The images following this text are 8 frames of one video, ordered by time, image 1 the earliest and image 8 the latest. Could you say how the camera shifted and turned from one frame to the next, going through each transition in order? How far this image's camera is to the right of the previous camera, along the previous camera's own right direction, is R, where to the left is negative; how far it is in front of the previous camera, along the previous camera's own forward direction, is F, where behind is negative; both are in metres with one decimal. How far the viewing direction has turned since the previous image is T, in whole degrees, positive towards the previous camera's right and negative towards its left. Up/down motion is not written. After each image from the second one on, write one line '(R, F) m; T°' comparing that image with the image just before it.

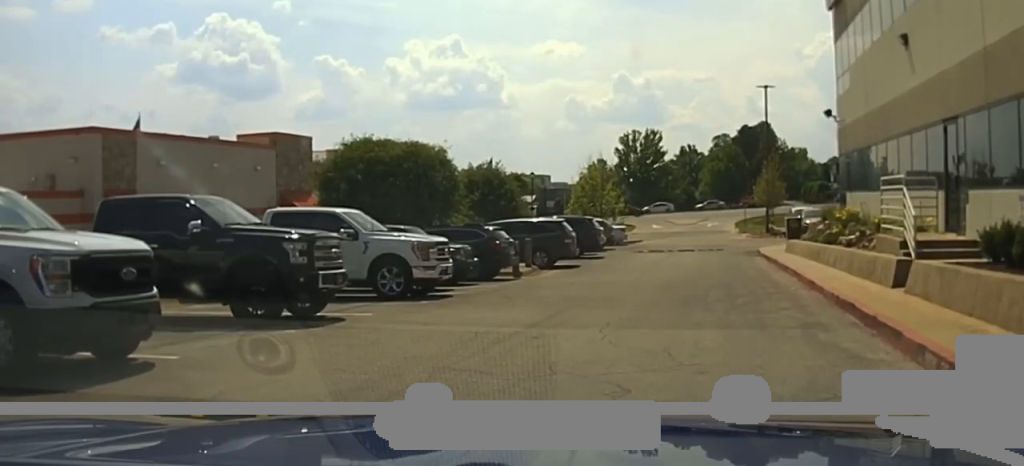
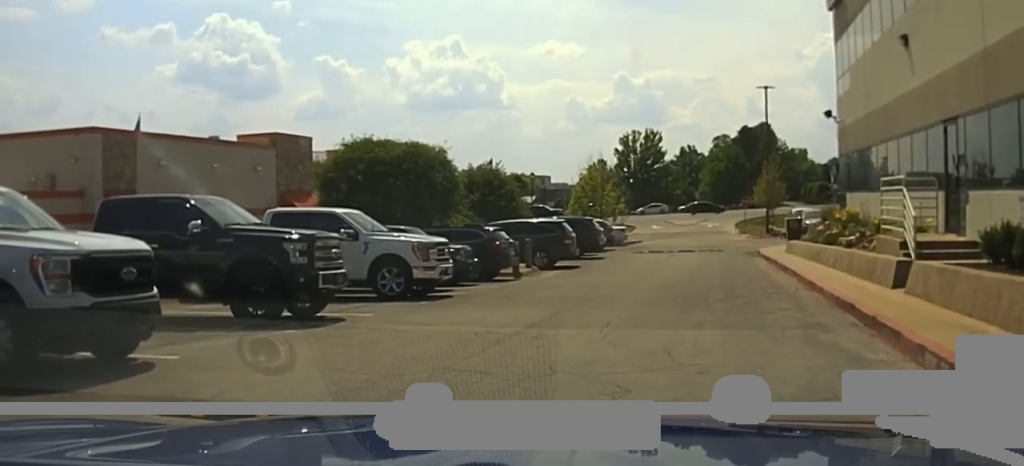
(0.0, 0.0) m; 0°
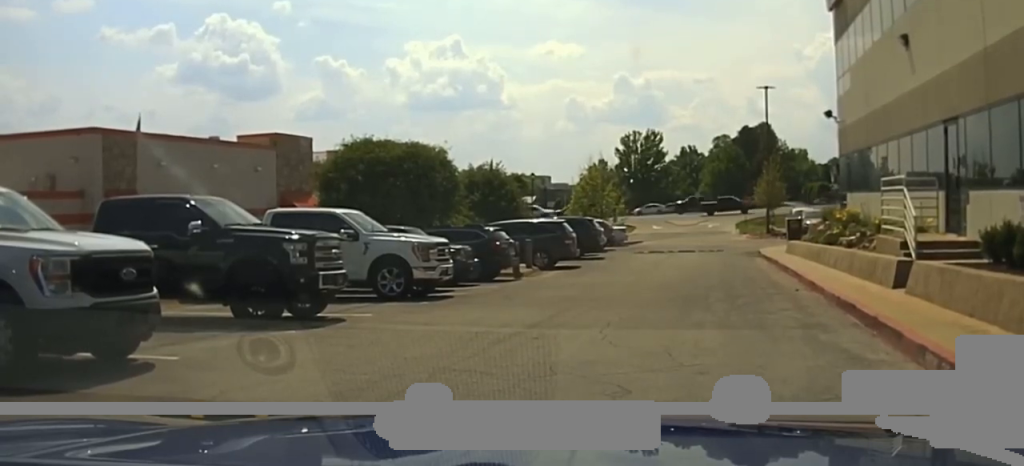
(0.0, 0.0) m; 0°
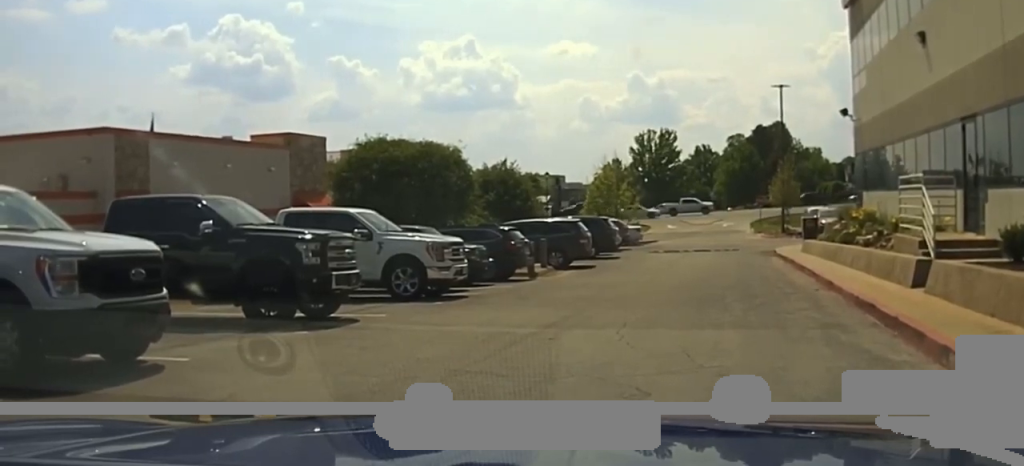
(0.0, 0.0) m; 0°
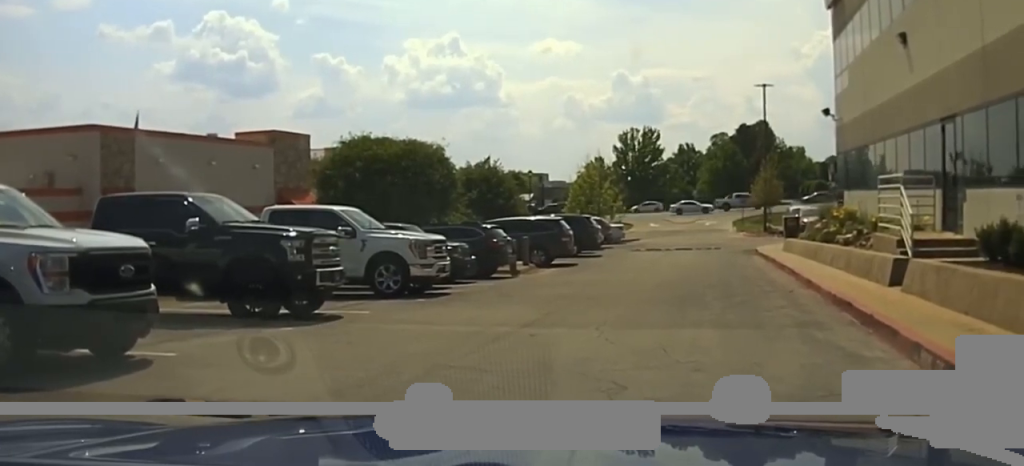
(0.0, 0.0) m; 0°
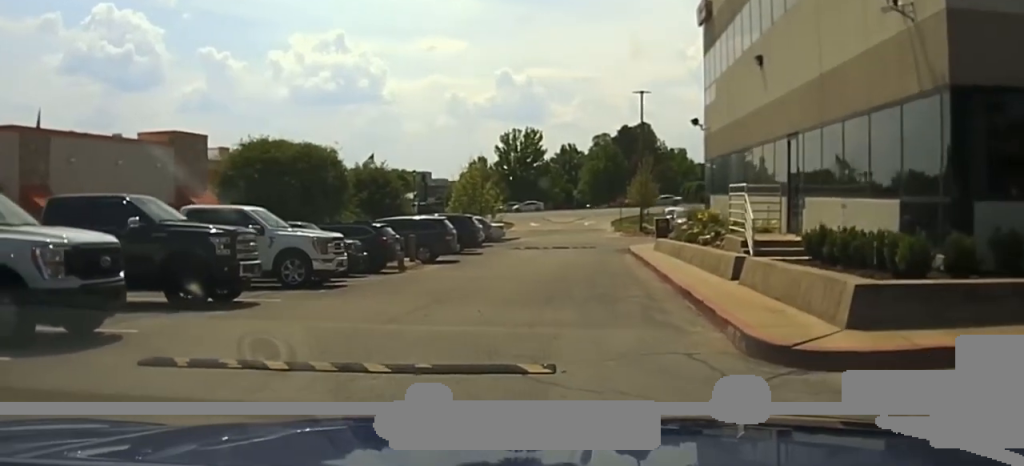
(0.0, +1.4) m; 0°
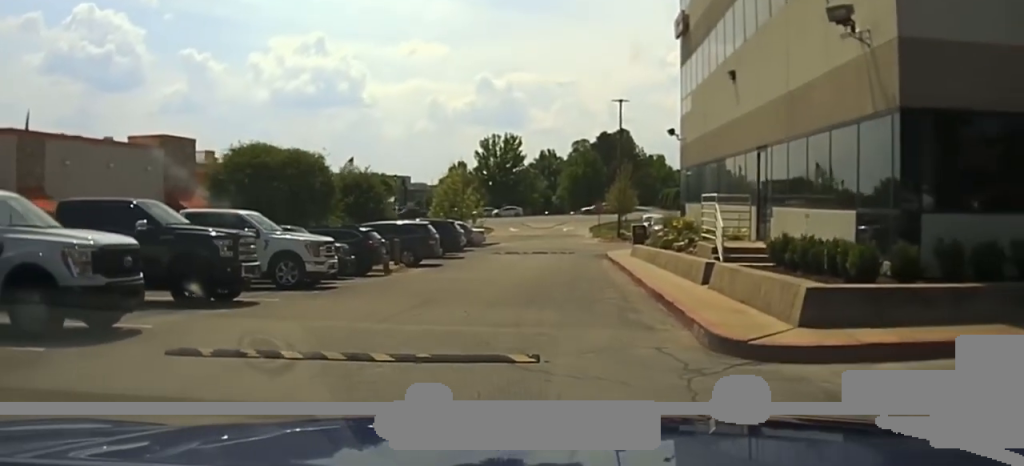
(0.0, +0.7) m; 0°
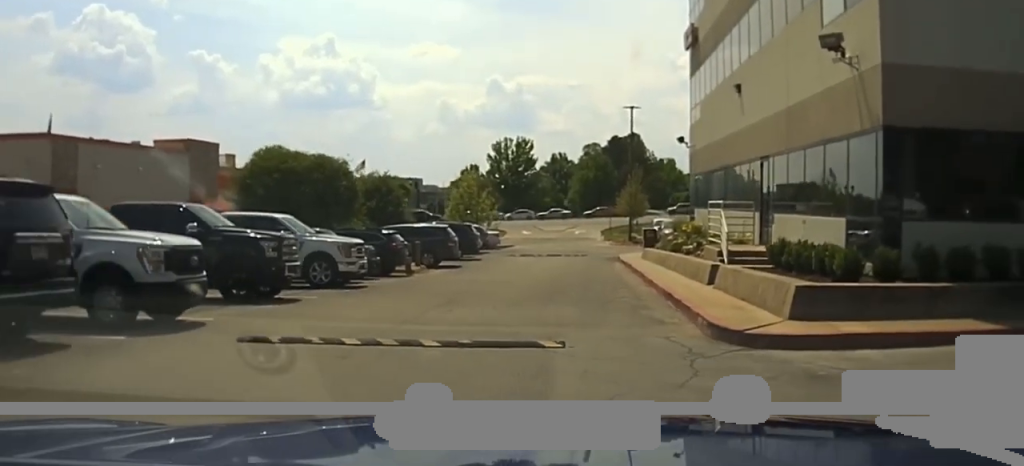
(0.0, +1.1) m; 0°
